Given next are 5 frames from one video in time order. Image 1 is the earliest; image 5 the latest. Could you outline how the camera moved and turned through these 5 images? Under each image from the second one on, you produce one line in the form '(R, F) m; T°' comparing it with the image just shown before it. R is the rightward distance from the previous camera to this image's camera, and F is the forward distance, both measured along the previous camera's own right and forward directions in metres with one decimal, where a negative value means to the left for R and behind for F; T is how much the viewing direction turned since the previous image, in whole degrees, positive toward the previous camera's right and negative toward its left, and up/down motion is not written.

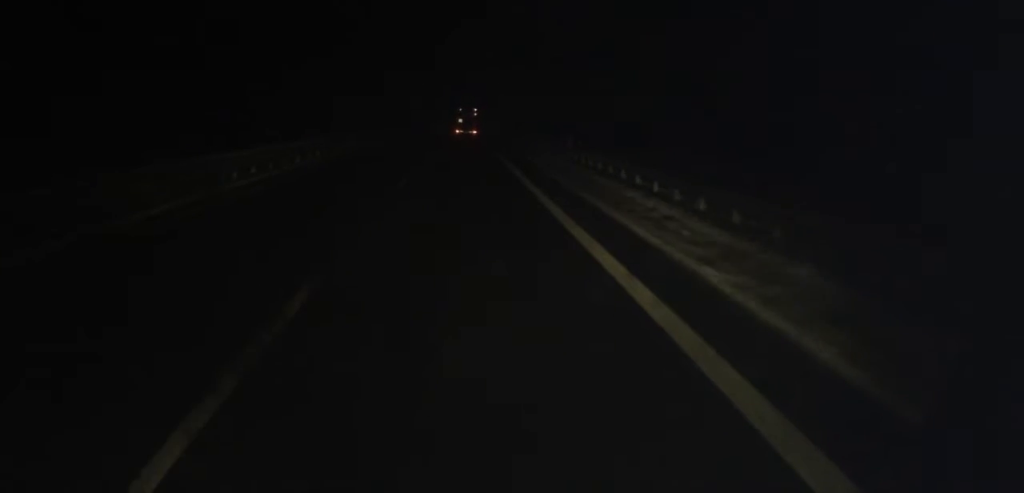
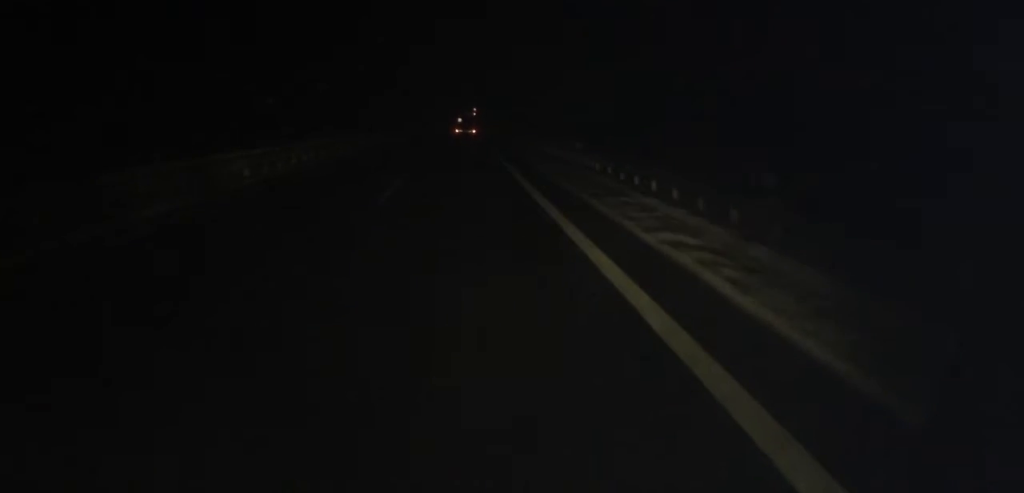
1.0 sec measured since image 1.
(+0.2, +22.1) m; +1°
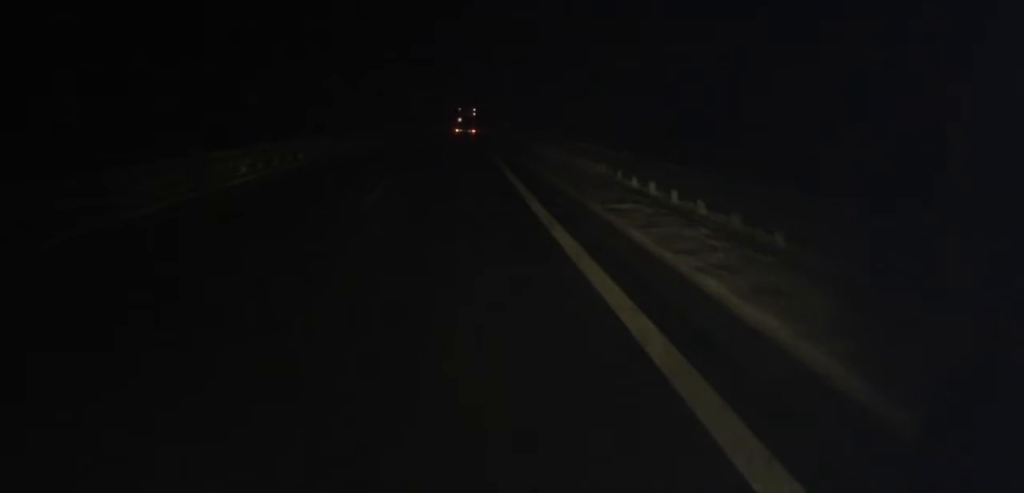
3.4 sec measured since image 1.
(+0.2, +55.0) m; 0°
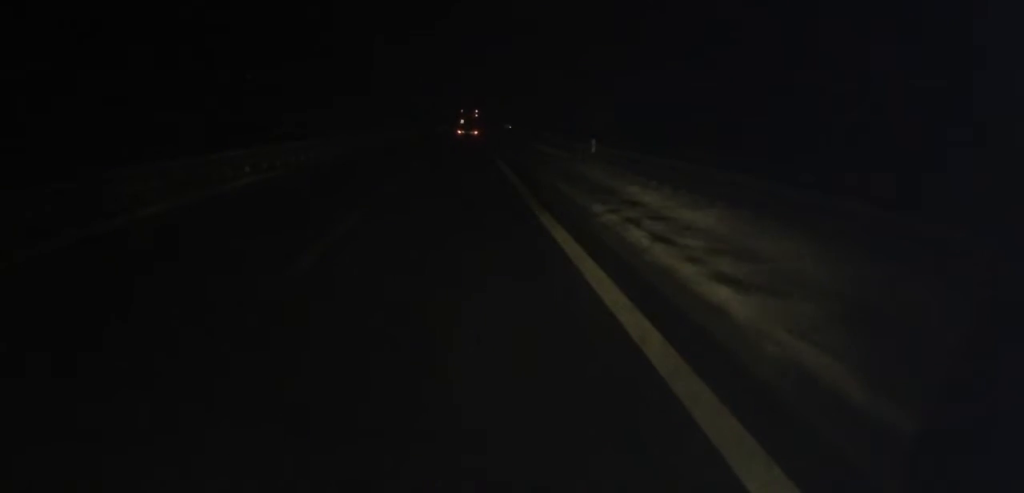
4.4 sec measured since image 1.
(-0.3, +23.7) m; 0°
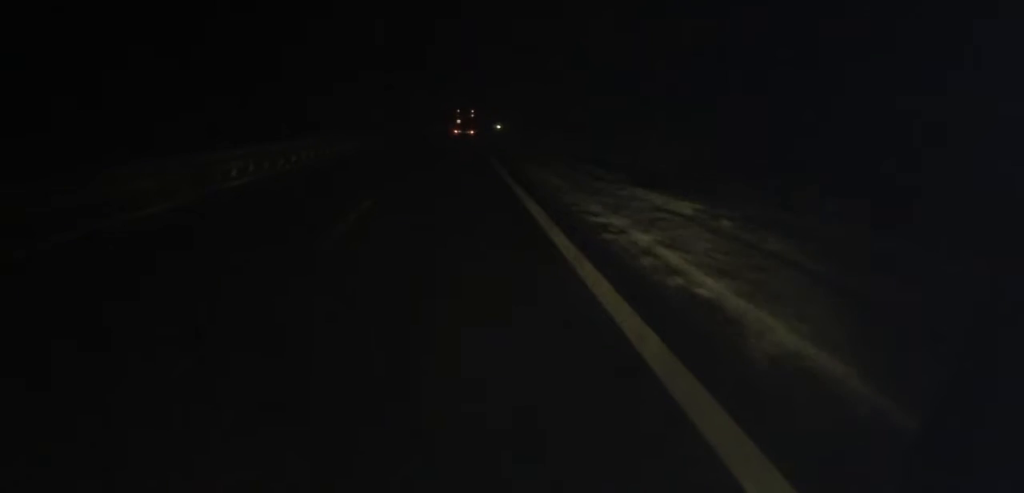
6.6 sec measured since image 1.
(+1.0, +50.4) m; +1°
